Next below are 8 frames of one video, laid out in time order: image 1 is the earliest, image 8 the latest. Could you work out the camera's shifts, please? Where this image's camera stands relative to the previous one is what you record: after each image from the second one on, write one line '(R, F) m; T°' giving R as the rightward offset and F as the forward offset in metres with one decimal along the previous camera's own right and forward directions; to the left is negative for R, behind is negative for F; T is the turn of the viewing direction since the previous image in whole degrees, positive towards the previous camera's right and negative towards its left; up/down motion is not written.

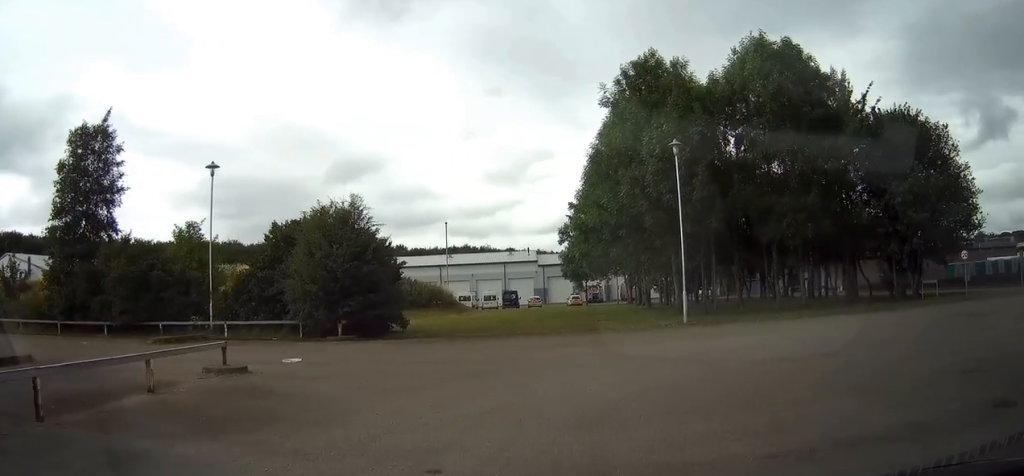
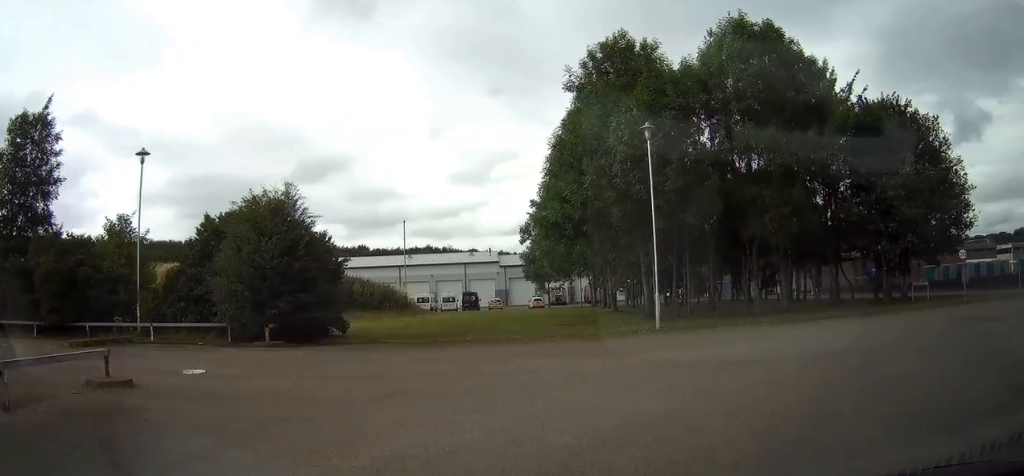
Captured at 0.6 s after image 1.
(0.0, +2.7) m; +3°
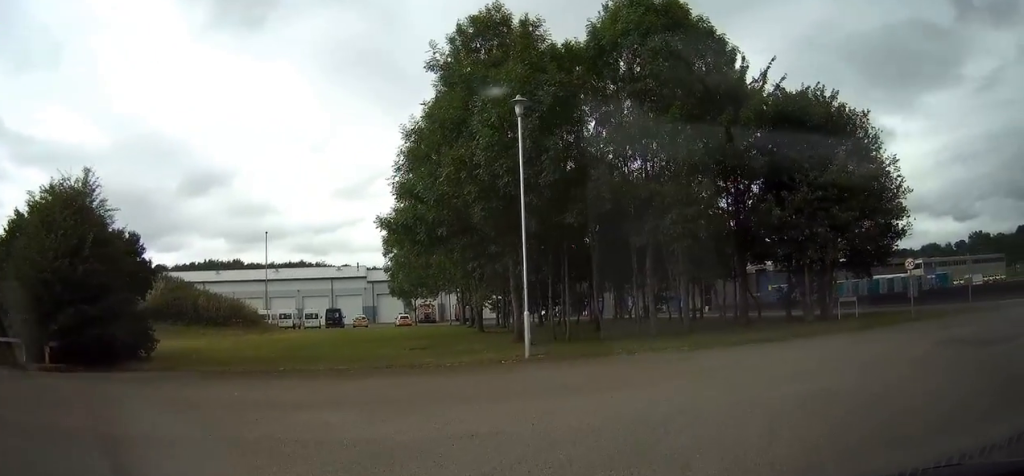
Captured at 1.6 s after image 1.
(+0.3, +4.9) m; +14°
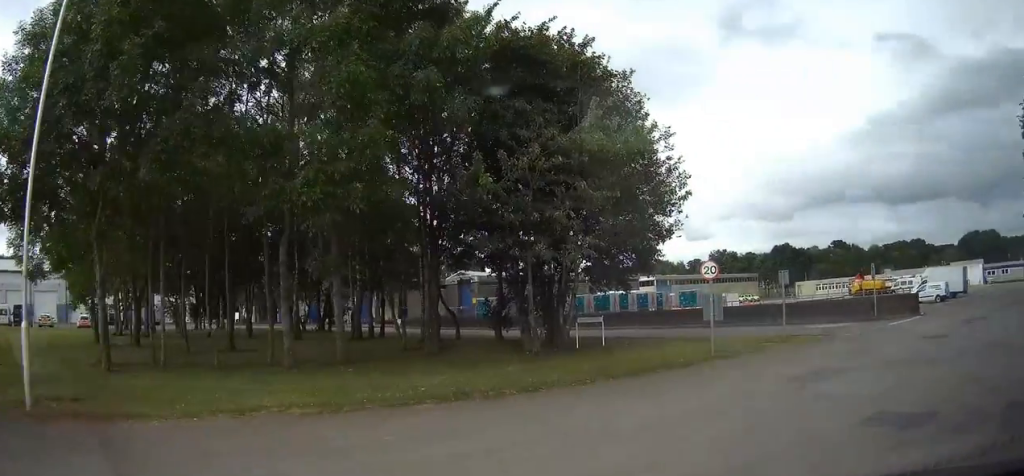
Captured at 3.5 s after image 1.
(+2.9, +8.0) m; +35°
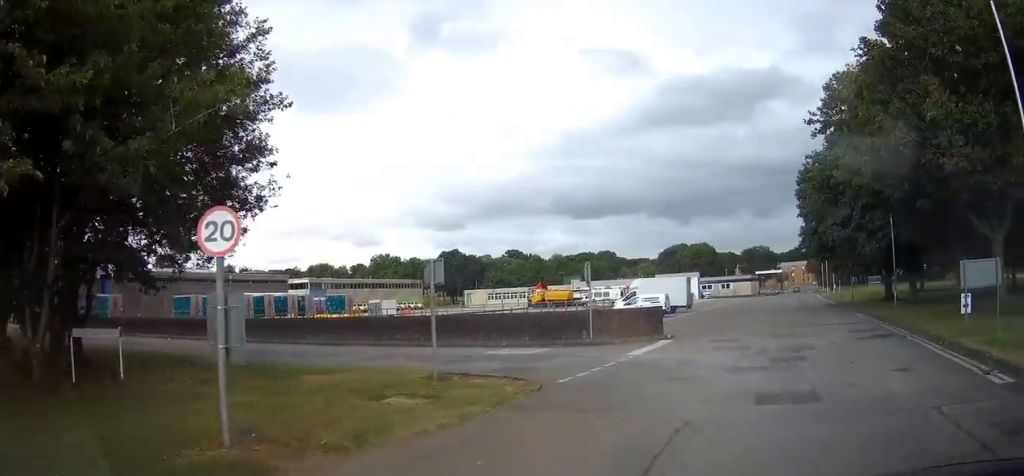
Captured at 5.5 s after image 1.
(+2.3, +9.8) m; +21°
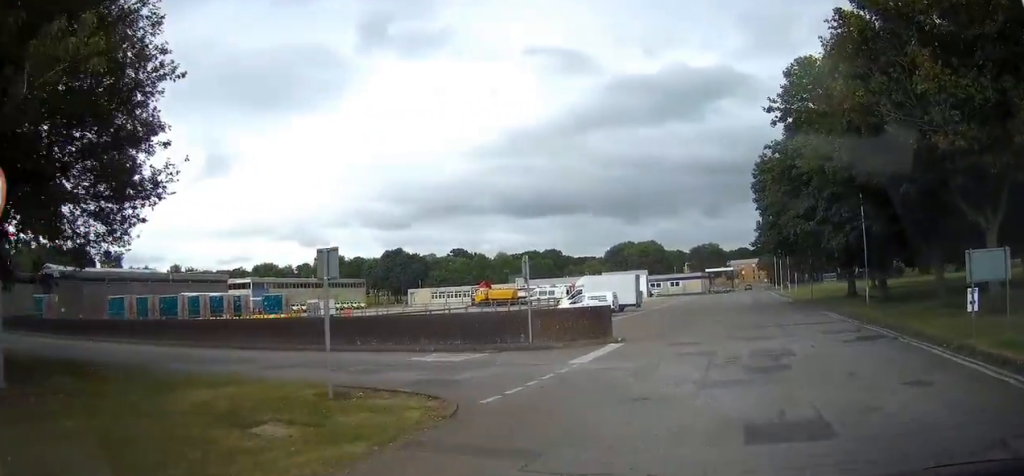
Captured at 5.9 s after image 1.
(0.0, +2.5) m; 0°
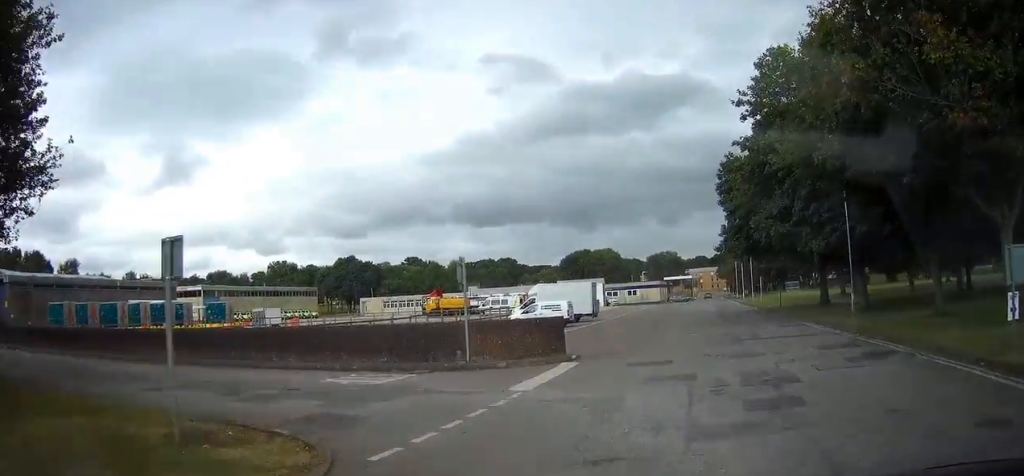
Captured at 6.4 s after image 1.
(0.0, +2.9) m; 0°
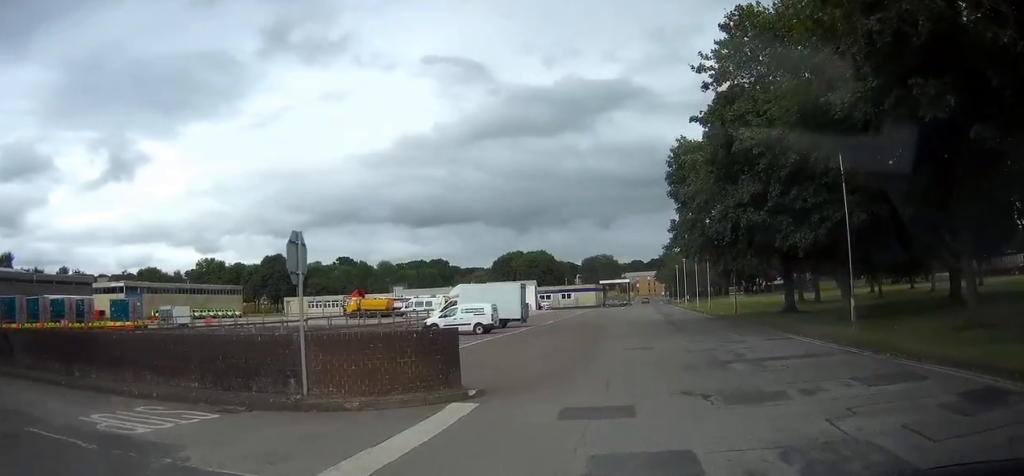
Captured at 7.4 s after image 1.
(0.0, +6.0) m; 0°
